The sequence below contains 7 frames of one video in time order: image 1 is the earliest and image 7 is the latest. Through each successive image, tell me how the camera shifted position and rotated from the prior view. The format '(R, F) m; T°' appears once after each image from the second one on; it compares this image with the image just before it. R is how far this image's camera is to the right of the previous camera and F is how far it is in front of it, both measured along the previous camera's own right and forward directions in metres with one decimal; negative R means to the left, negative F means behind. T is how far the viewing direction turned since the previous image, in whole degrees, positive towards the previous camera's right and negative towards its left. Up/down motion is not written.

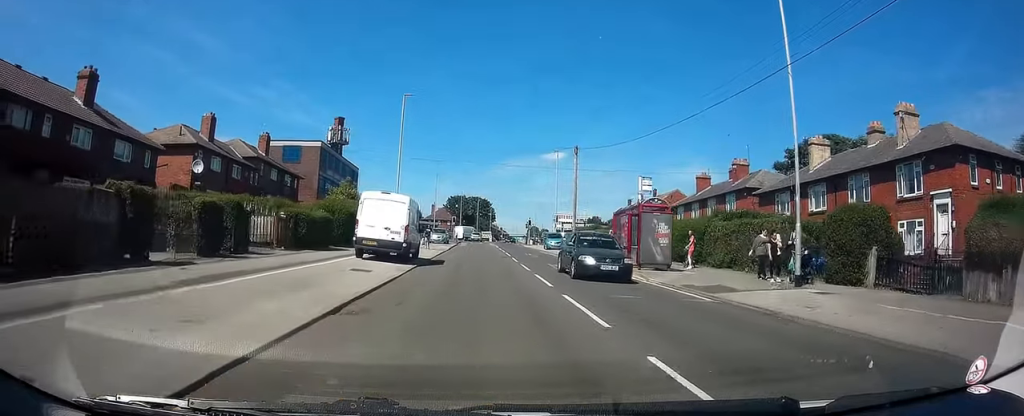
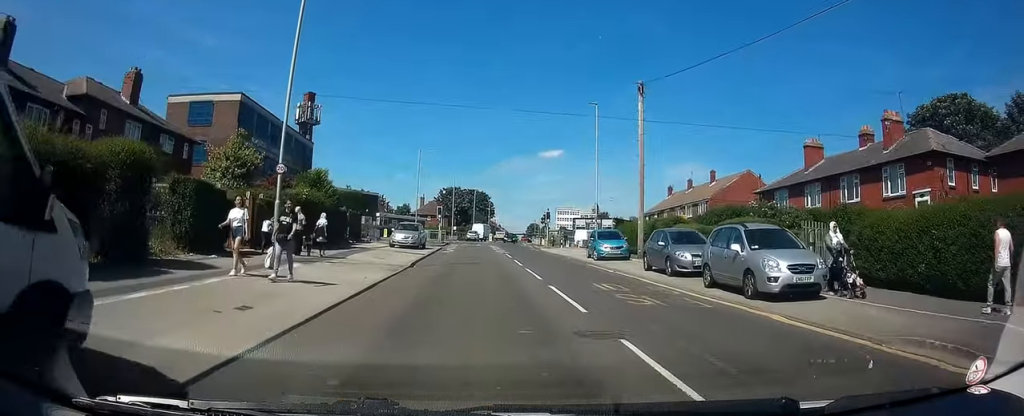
(+0.1, +22.0) m; +1°
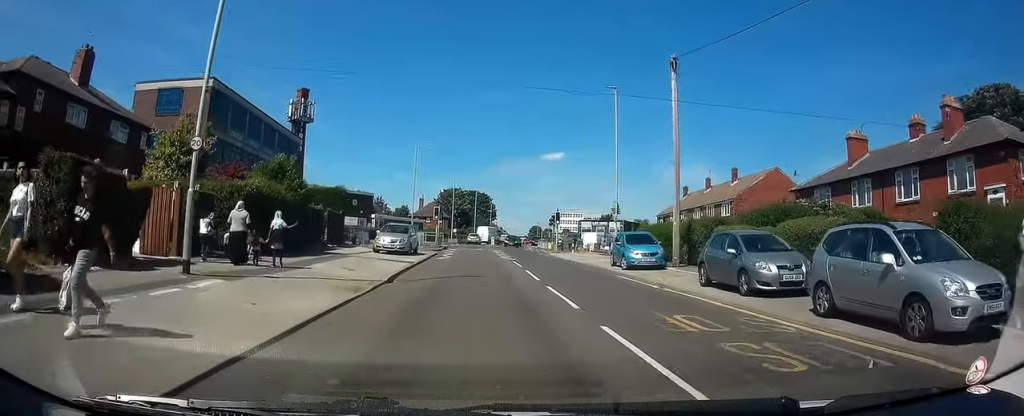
(0.0, +5.1) m; 0°
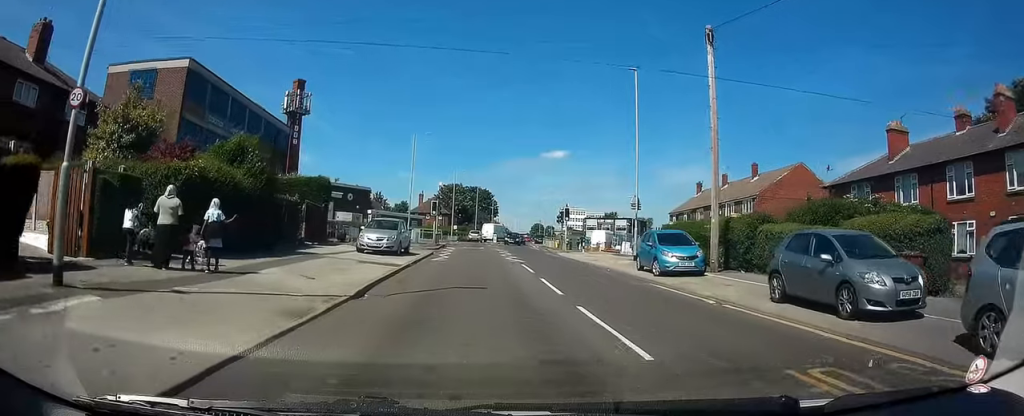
(0.0, +3.9) m; 0°
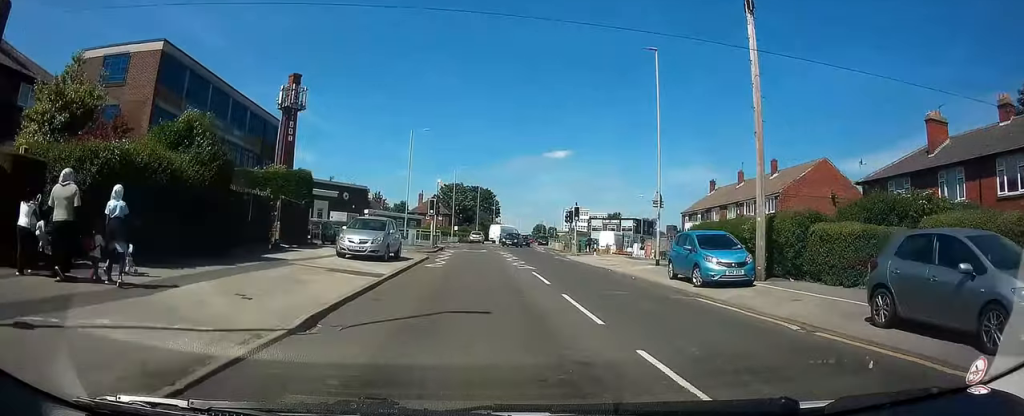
(0.0, +3.5) m; -1°
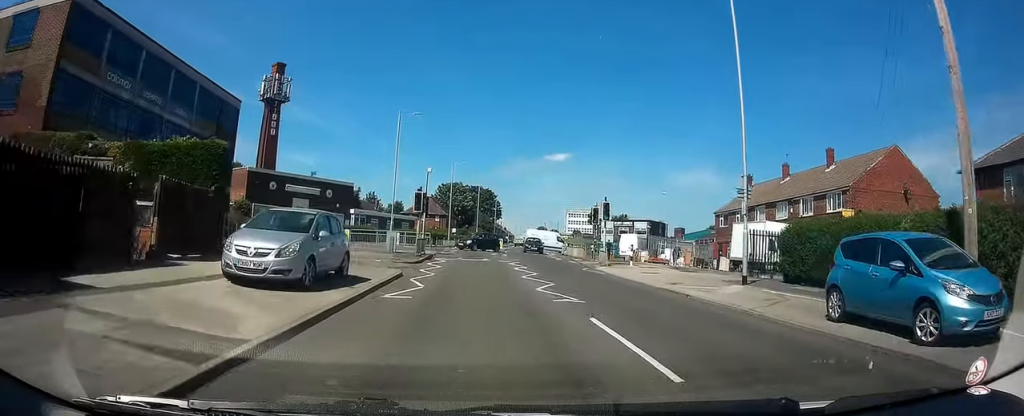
(-0.1, +9.2) m; -1°
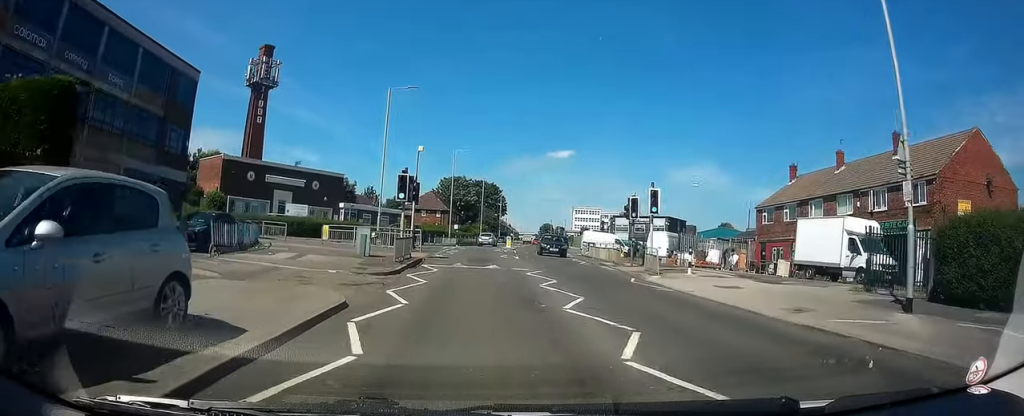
(0.0, +8.0) m; +1°
